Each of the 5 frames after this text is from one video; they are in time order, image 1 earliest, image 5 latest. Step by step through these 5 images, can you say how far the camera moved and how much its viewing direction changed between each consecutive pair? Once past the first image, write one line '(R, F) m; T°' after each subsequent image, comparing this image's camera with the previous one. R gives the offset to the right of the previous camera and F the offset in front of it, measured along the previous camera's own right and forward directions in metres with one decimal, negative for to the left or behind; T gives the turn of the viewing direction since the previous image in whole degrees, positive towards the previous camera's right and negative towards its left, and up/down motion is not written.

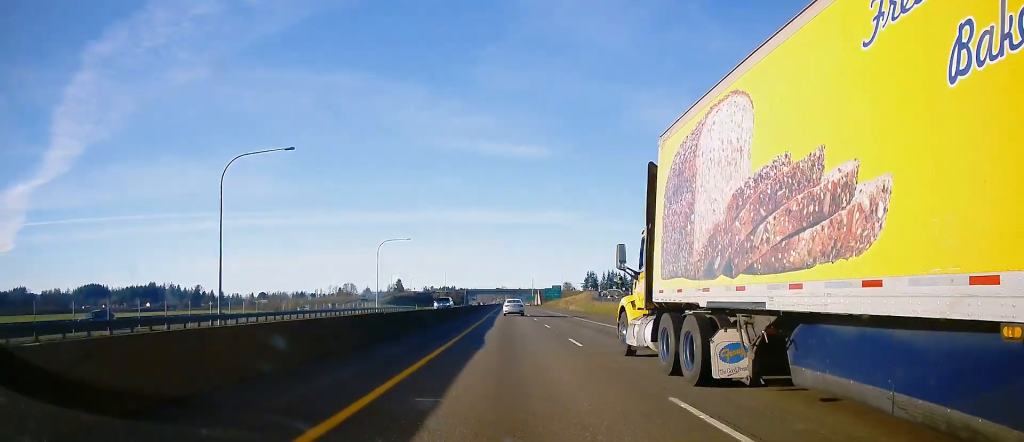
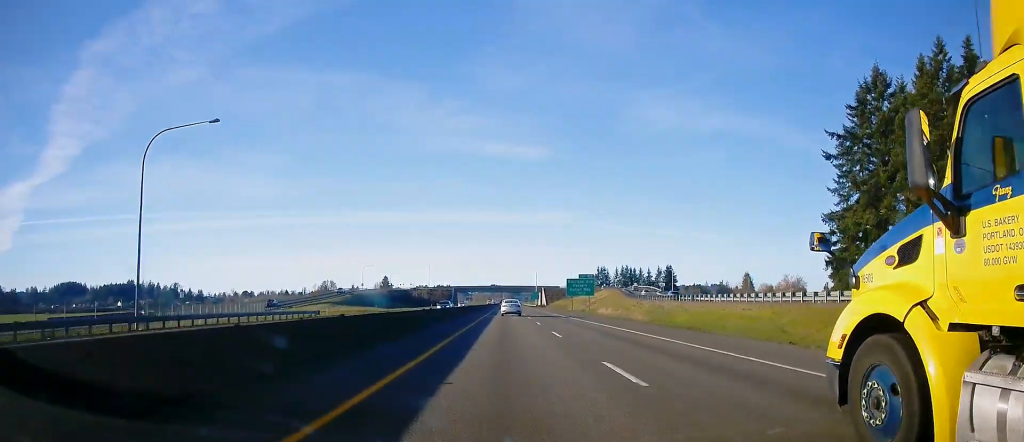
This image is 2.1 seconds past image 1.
(0.0, +68.8) m; 0°
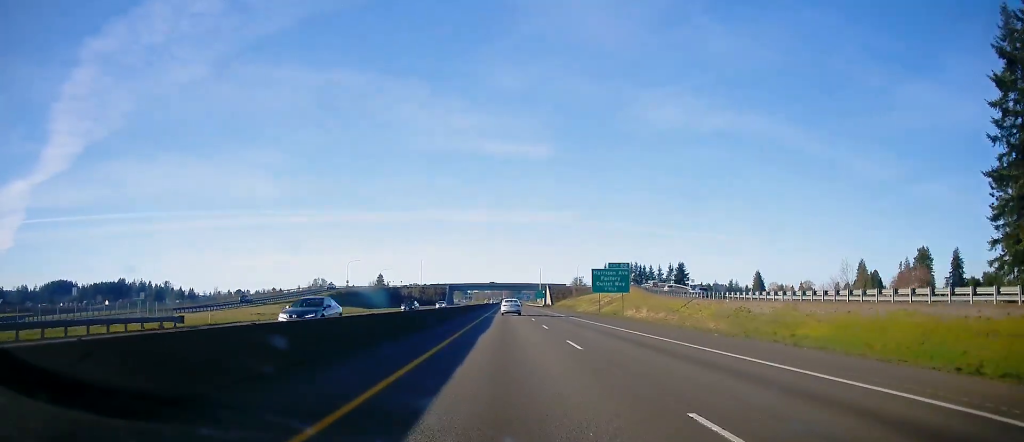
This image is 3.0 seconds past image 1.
(0.0, +29.7) m; 0°
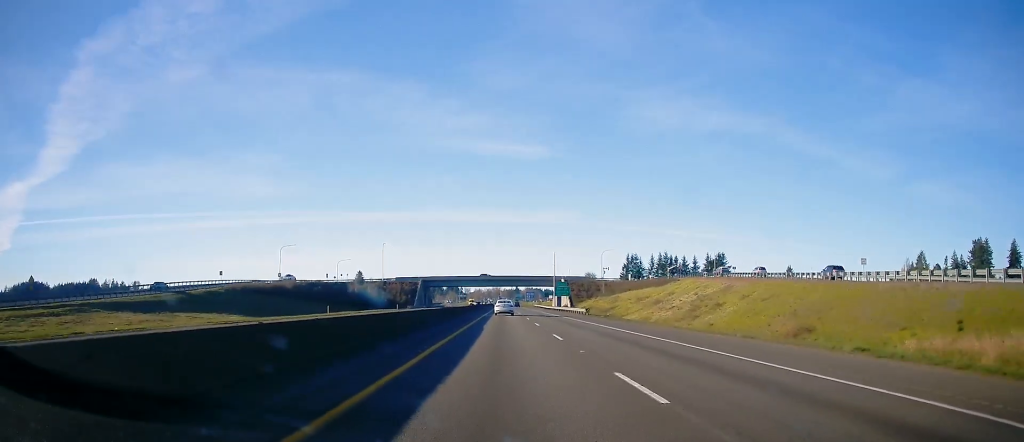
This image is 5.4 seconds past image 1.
(+0.1, +82.3) m; +1°
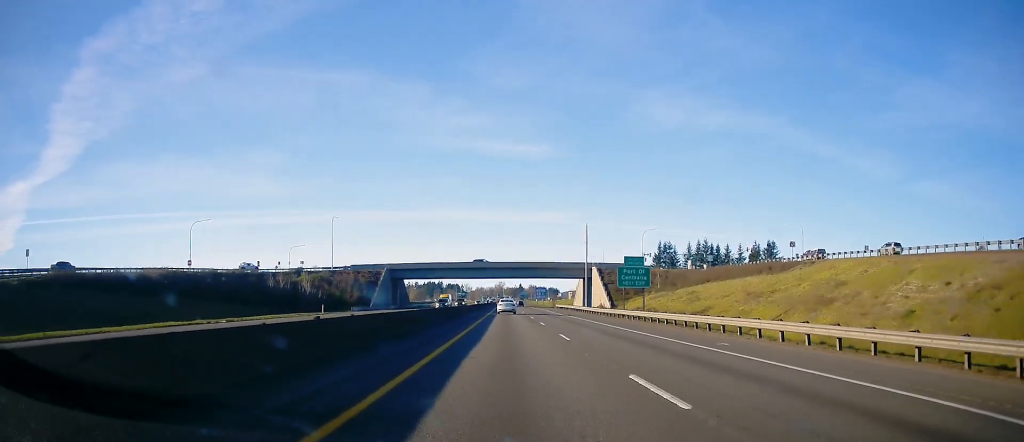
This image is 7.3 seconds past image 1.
(+0.2, +61.1) m; -1°
